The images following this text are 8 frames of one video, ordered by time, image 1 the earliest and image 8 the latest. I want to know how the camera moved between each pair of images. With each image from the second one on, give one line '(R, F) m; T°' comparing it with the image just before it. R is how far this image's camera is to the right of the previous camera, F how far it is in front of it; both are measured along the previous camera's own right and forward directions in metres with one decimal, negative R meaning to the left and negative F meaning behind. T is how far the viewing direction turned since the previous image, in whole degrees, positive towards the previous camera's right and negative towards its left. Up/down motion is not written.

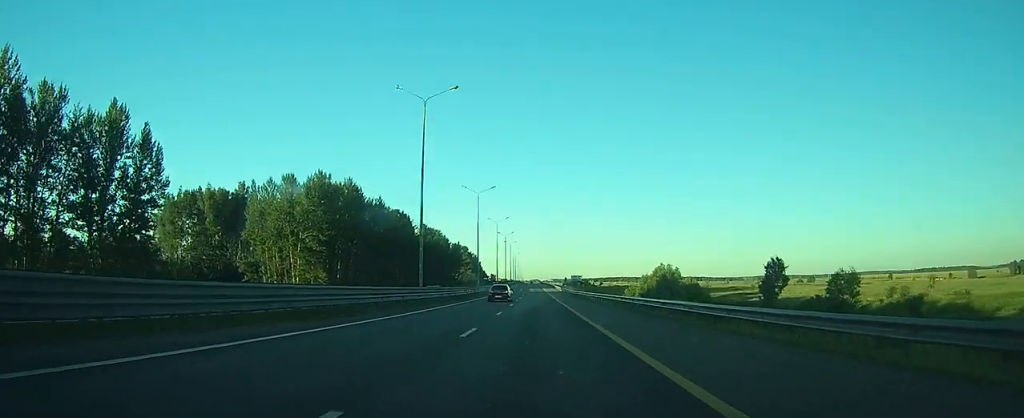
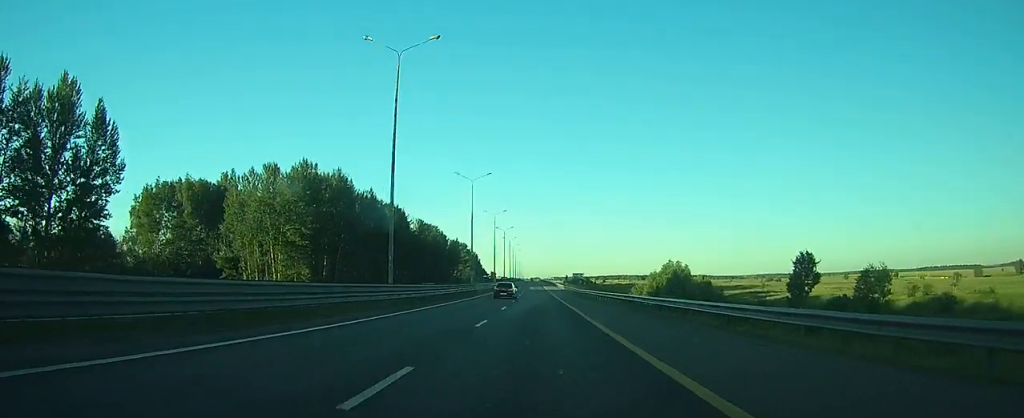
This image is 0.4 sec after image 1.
(0.0, +9.0) m; 0°
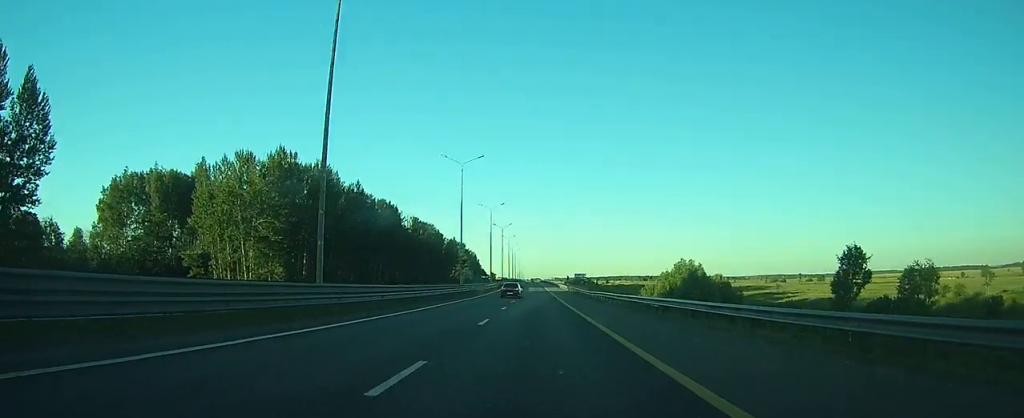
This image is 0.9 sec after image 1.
(-0.1, +11.2) m; 0°
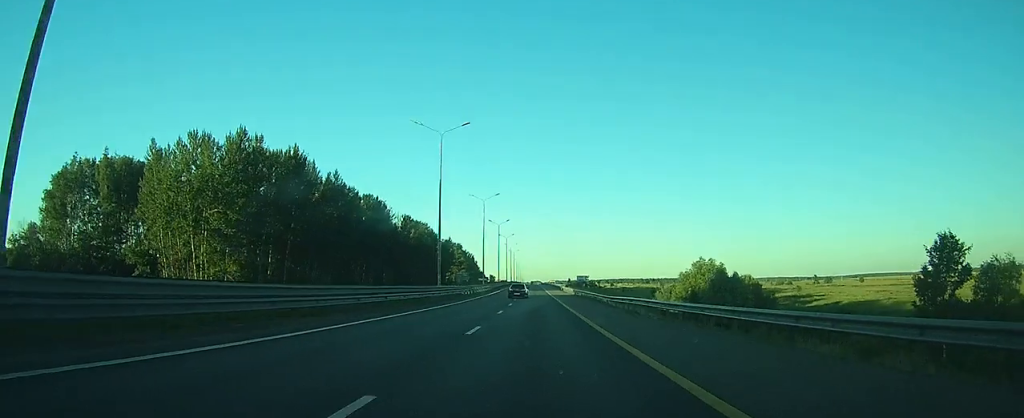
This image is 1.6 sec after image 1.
(+0.1, +15.0) m; 0°
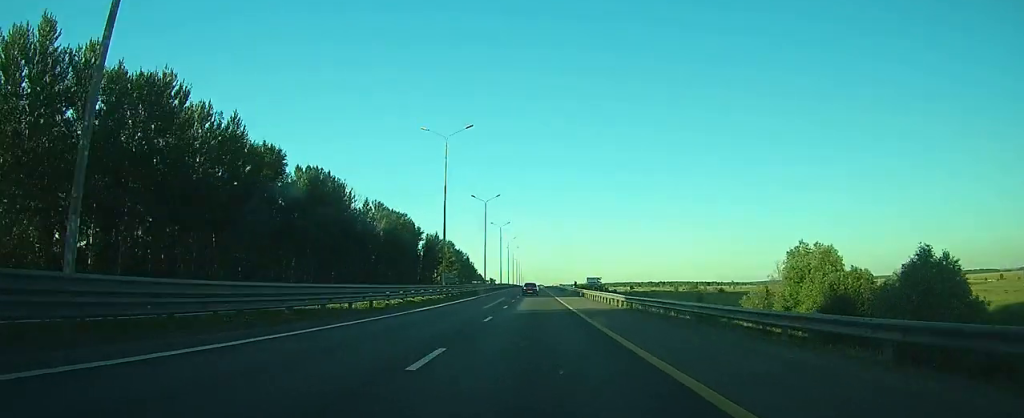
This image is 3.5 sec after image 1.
(0.0, +43.0) m; 0°
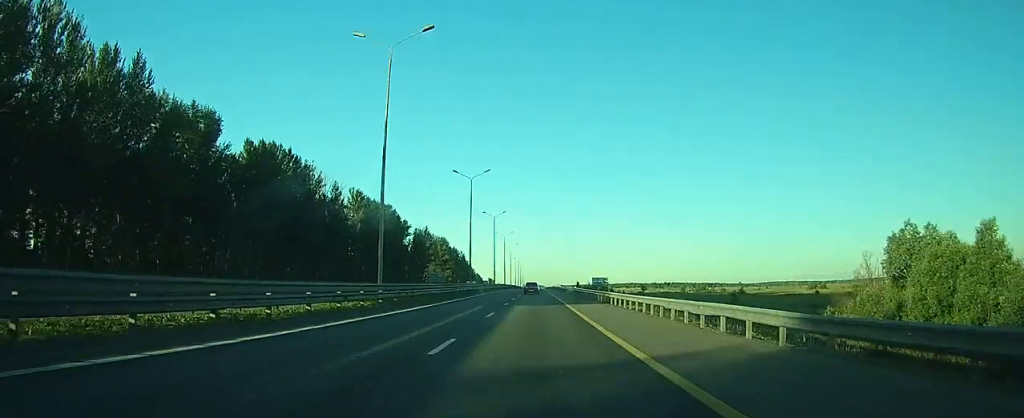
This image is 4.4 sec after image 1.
(-0.1, +22.2) m; 0°
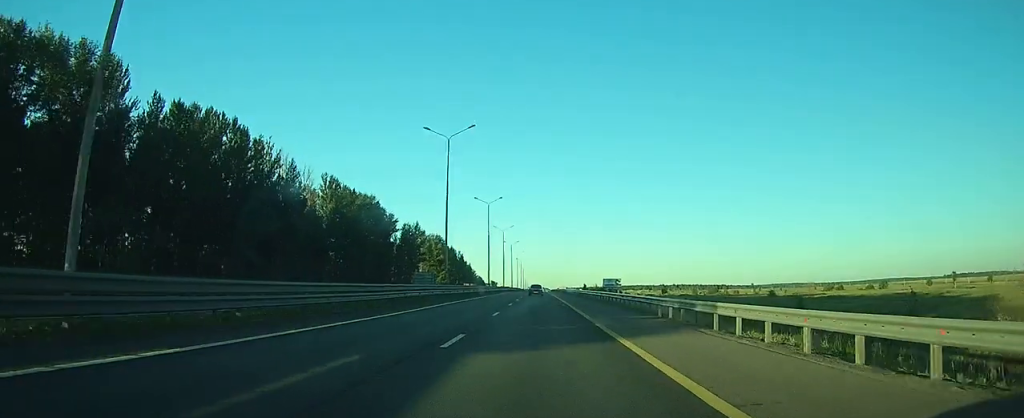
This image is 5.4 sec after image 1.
(0.0, +23.2) m; 0°
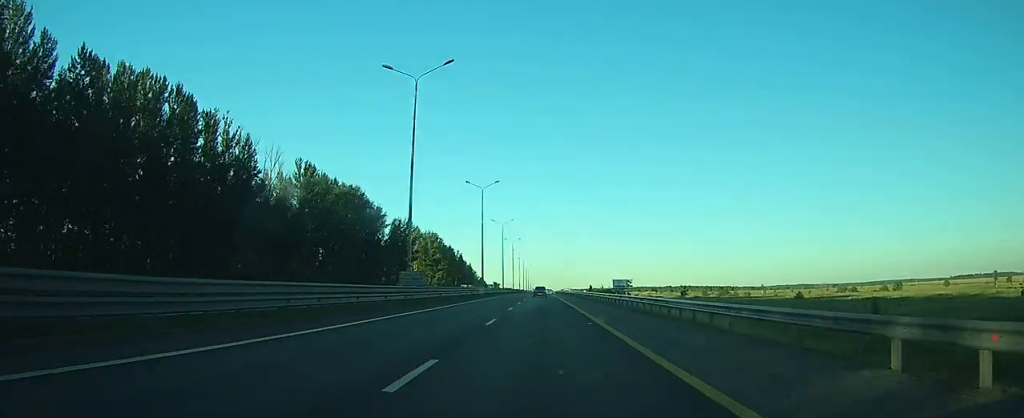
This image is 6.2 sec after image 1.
(0.0, +17.1) m; 0°
